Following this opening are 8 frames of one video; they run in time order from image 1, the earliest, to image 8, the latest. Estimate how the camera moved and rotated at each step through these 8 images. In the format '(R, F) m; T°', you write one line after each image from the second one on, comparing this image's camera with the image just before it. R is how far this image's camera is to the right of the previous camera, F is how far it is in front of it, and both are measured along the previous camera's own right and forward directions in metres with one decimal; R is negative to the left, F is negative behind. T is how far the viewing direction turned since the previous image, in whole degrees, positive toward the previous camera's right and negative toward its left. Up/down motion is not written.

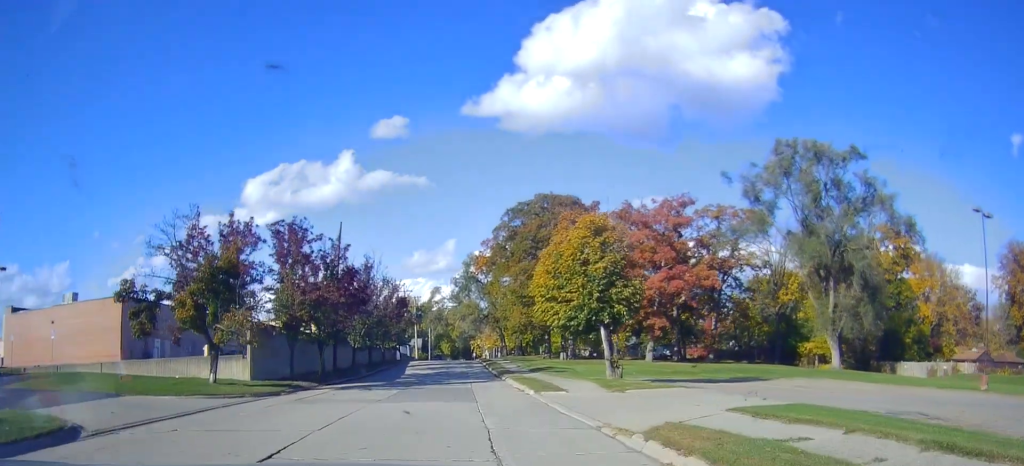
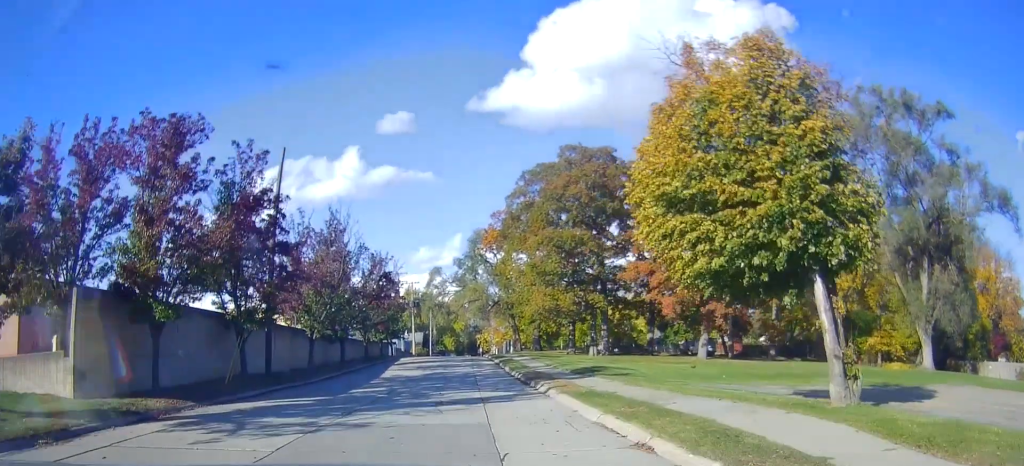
(+0.2, +15.1) m; +4°
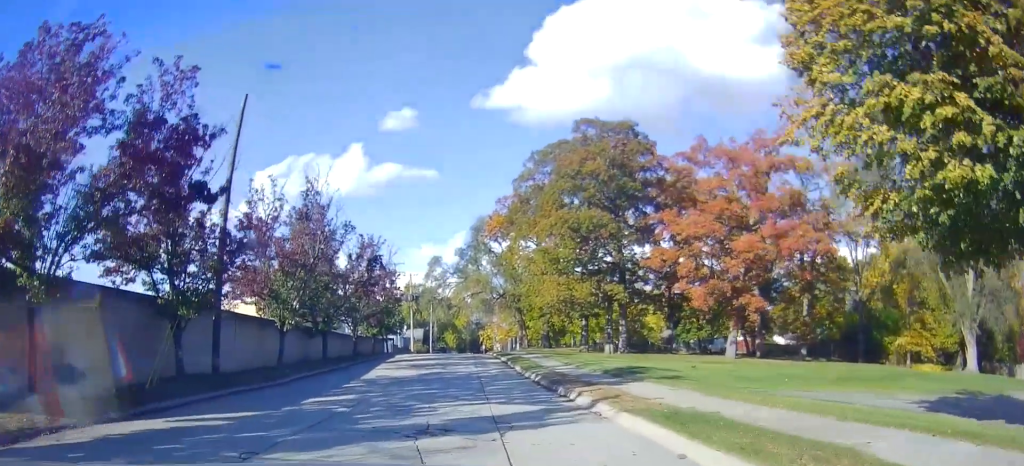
(+0.1, +6.0) m; 0°
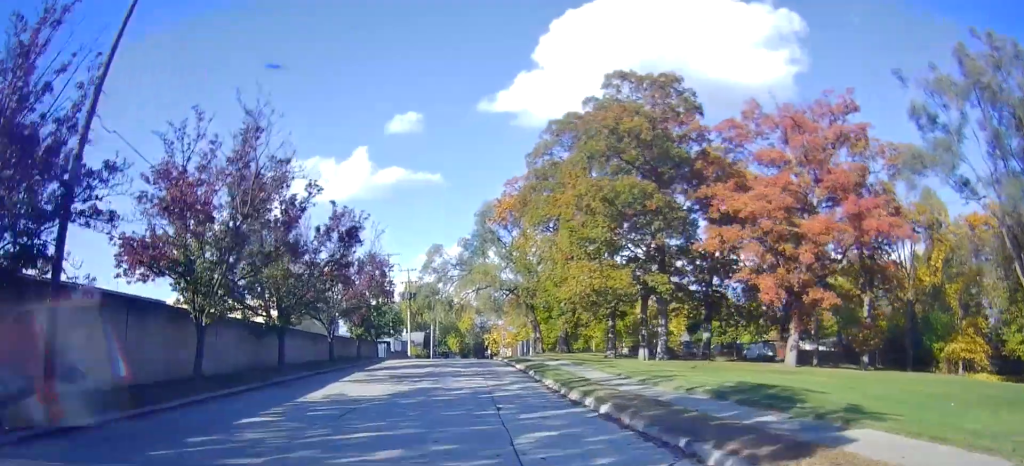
(-0.1, +9.5) m; -1°
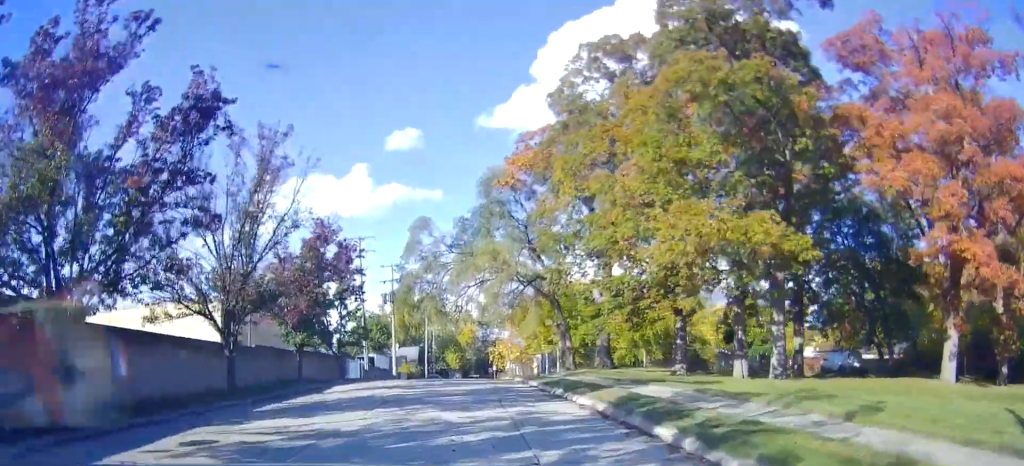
(+0.1, +16.2) m; +2°
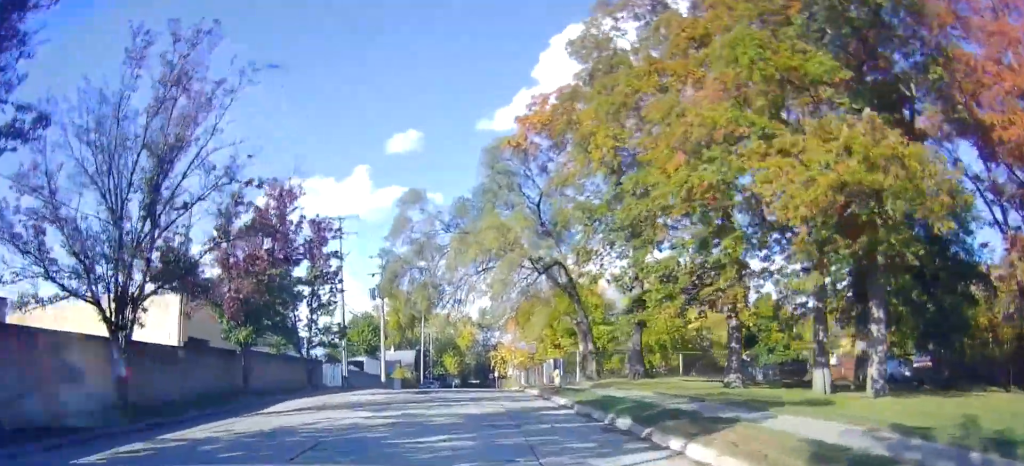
(0.0, +7.3) m; -2°
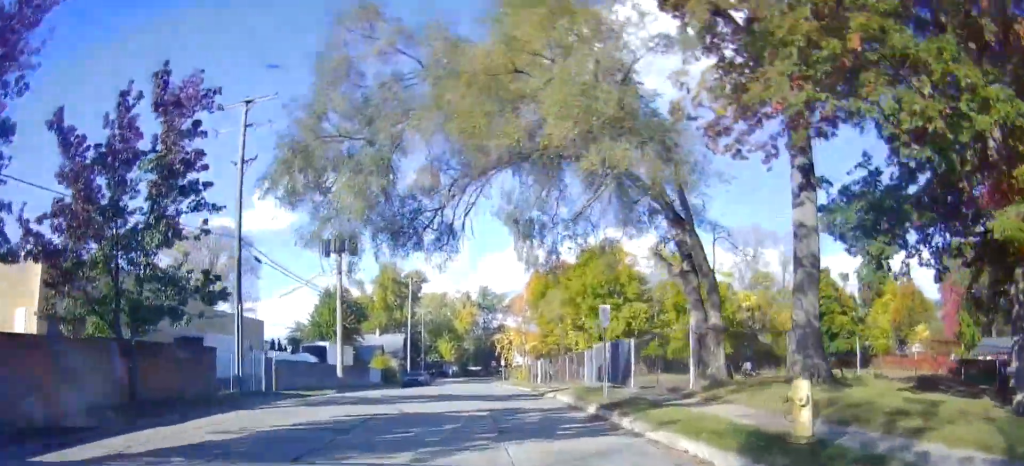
(-0.9, +17.0) m; -1°
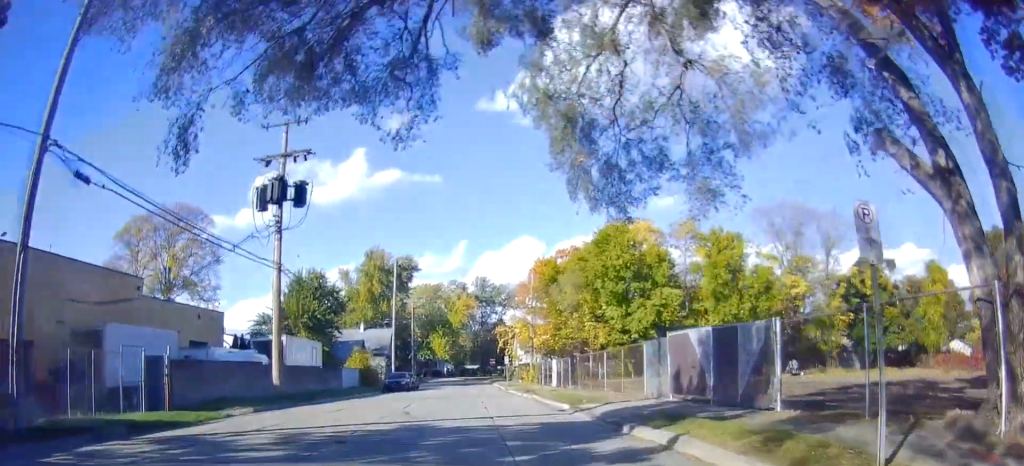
(+0.7, +11.0) m; +4°
